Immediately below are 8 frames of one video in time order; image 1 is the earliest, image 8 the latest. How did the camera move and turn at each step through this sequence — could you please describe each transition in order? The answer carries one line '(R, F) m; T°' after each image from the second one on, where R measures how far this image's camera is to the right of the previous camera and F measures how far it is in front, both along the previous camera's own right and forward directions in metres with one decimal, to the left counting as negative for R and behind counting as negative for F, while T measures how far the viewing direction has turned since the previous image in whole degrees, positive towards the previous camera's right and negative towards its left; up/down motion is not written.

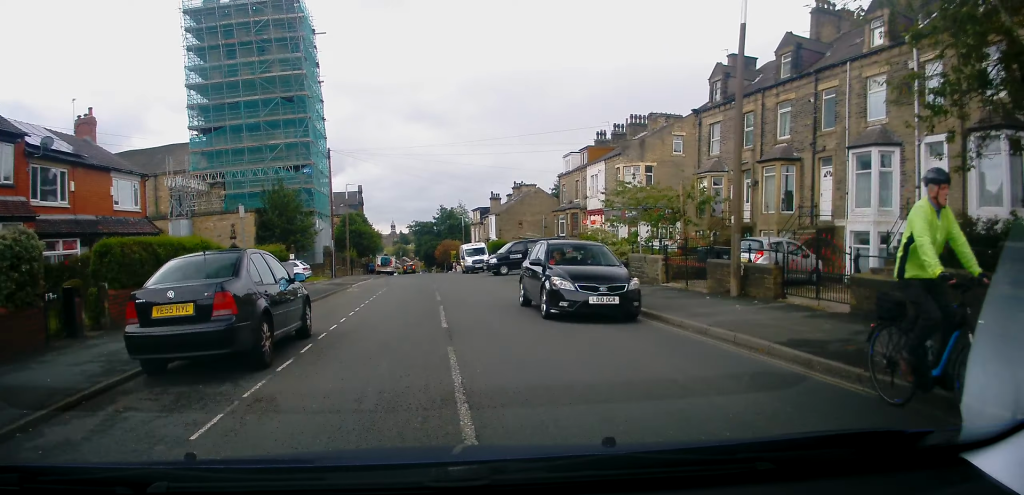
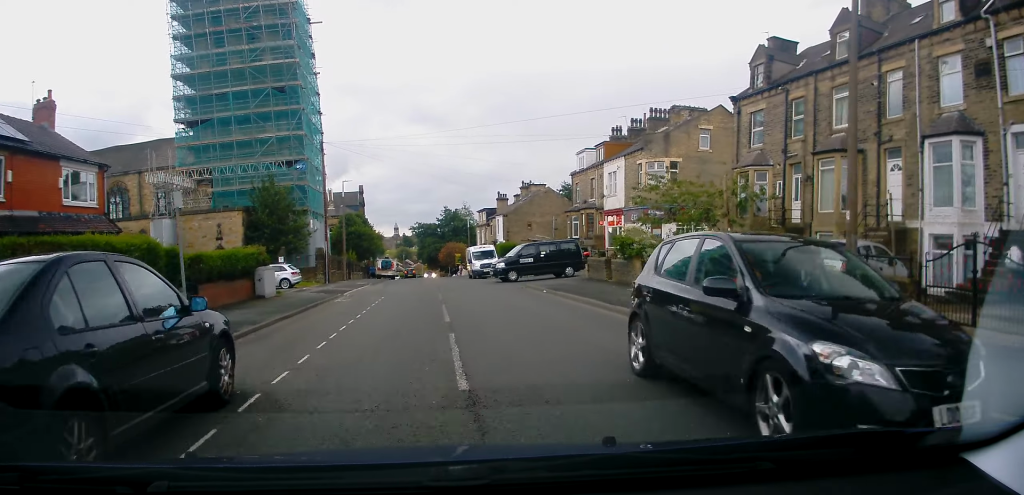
(-0.1, +4.2) m; 0°
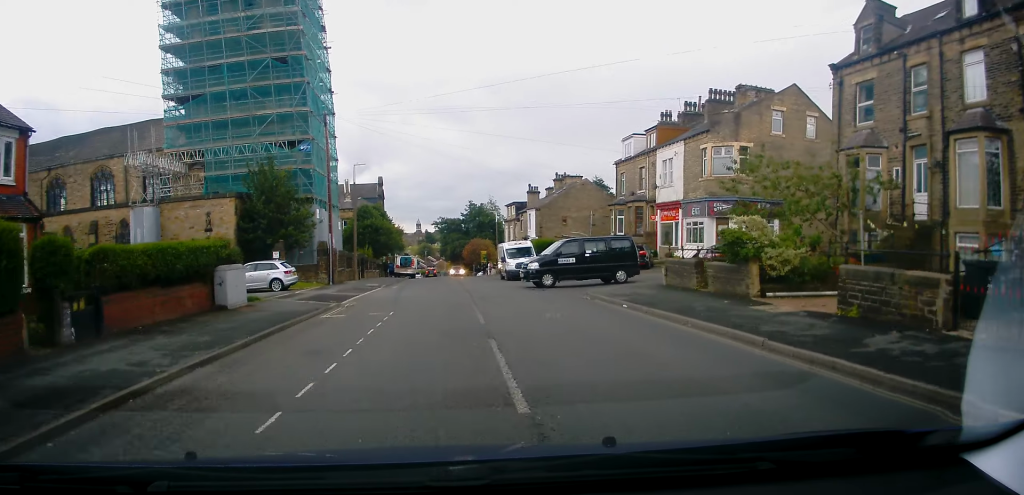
(0.0, +6.4) m; -1°
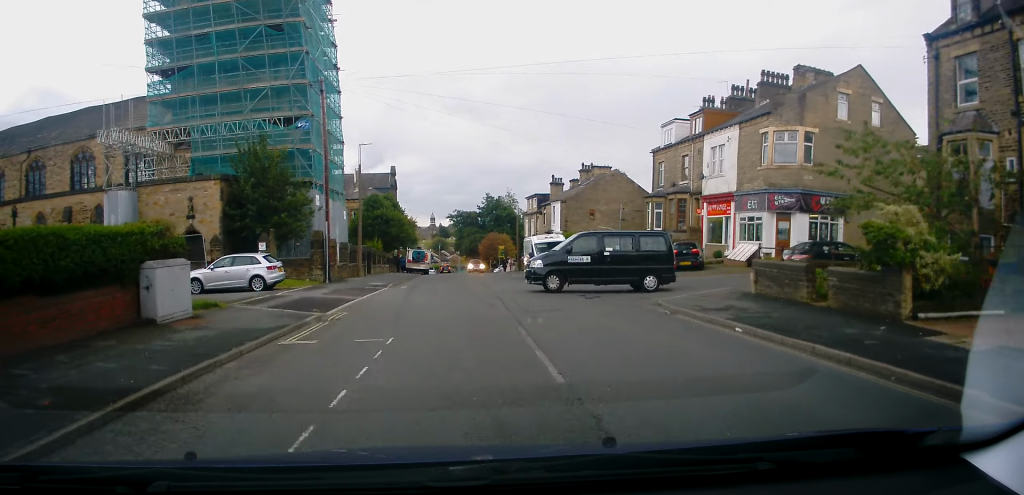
(0.0, +4.8) m; -1°
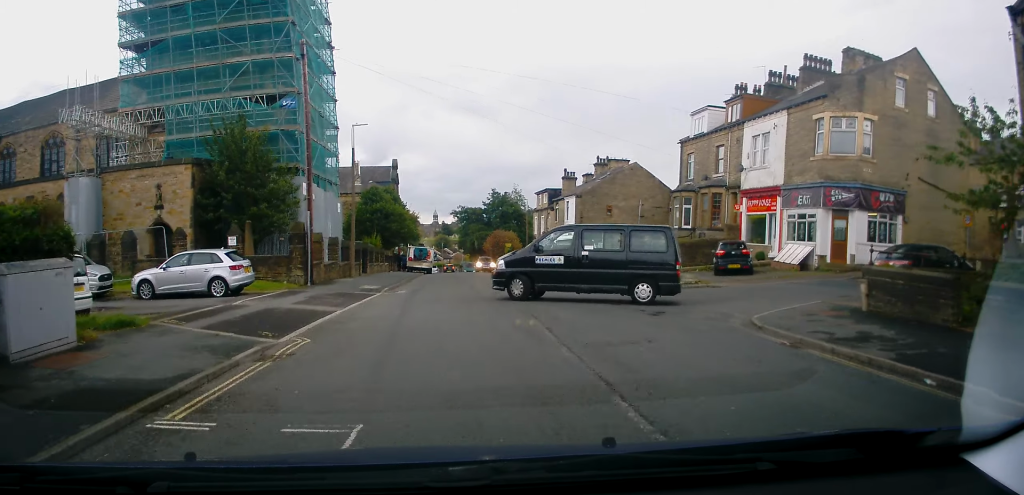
(-0.2, +4.5) m; -1°
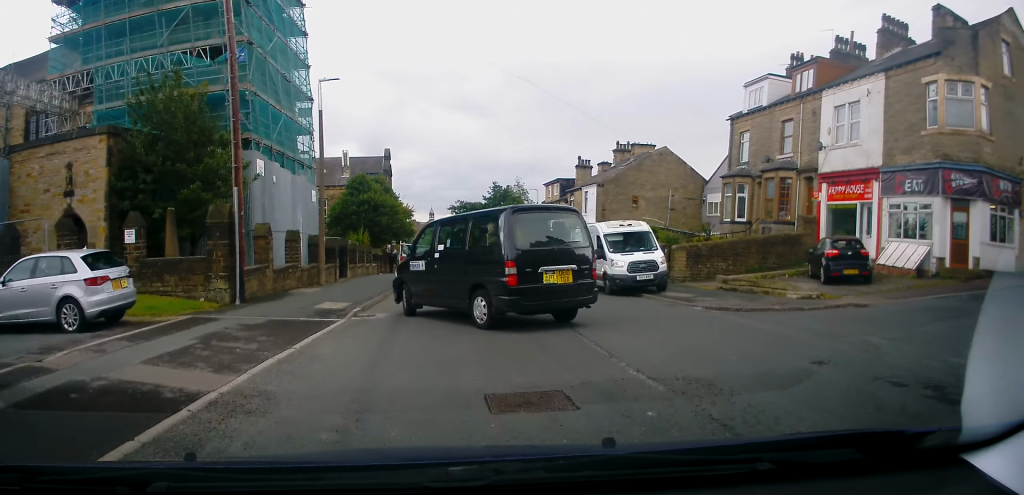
(+0.3, +8.1) m; +2°
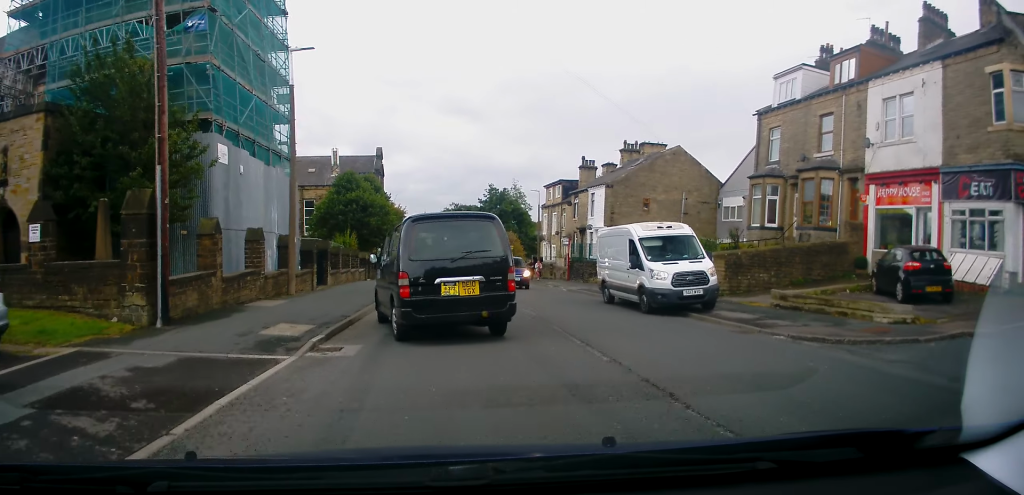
(0.0, +4.2) m; -1°
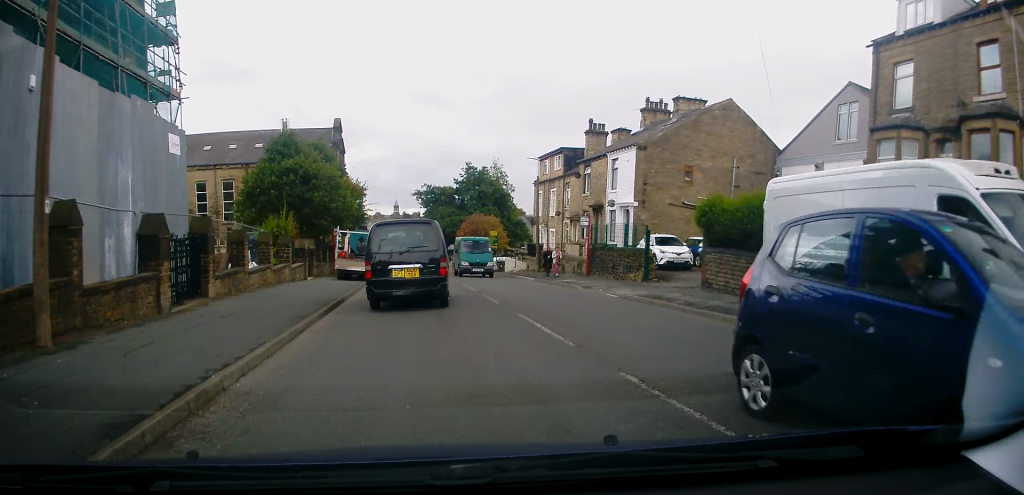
(+0.1, +11.2) m; +3°
